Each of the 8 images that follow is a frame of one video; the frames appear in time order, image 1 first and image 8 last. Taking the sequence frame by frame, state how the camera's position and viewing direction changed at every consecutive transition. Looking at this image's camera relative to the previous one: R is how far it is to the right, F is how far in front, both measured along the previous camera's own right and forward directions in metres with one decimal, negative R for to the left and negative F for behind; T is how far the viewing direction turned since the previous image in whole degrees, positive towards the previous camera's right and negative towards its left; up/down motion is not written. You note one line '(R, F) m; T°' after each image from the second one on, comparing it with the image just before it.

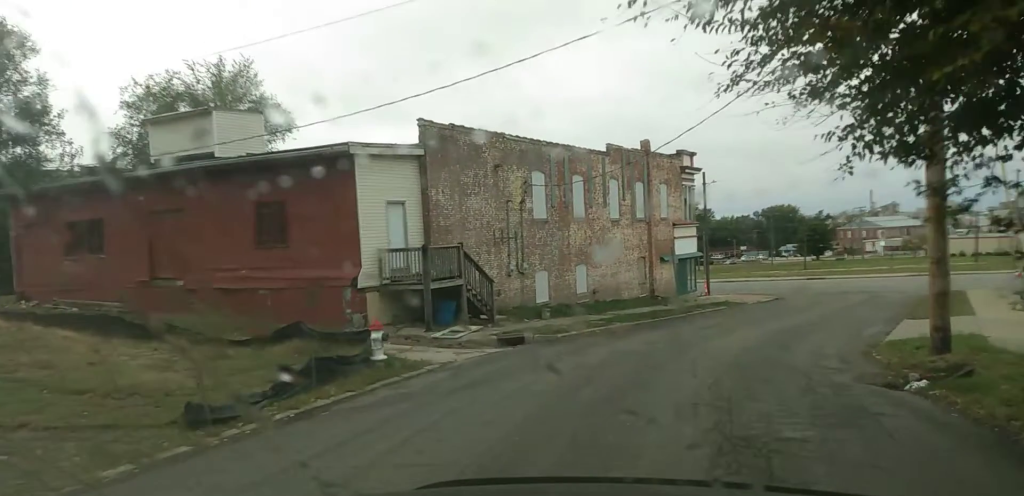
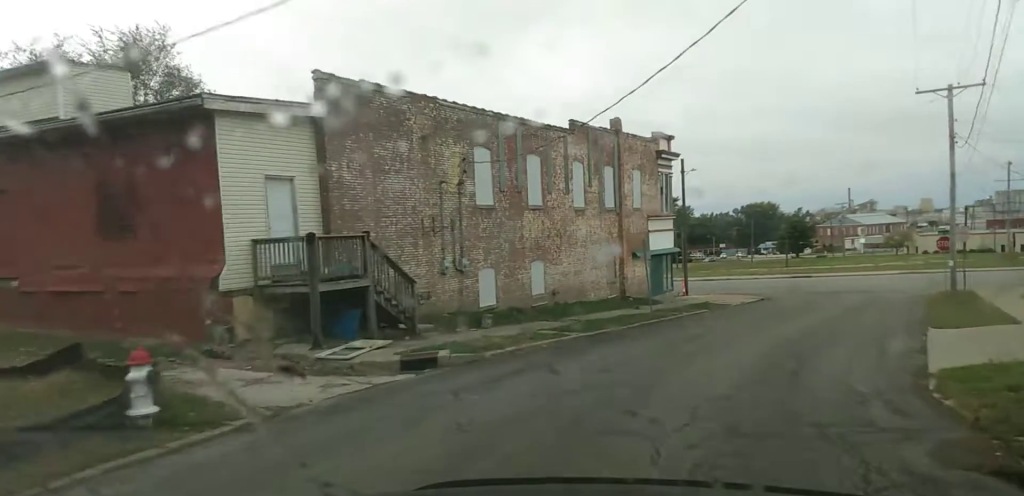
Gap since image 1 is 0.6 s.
(-0.1, +4.7) m; +3°
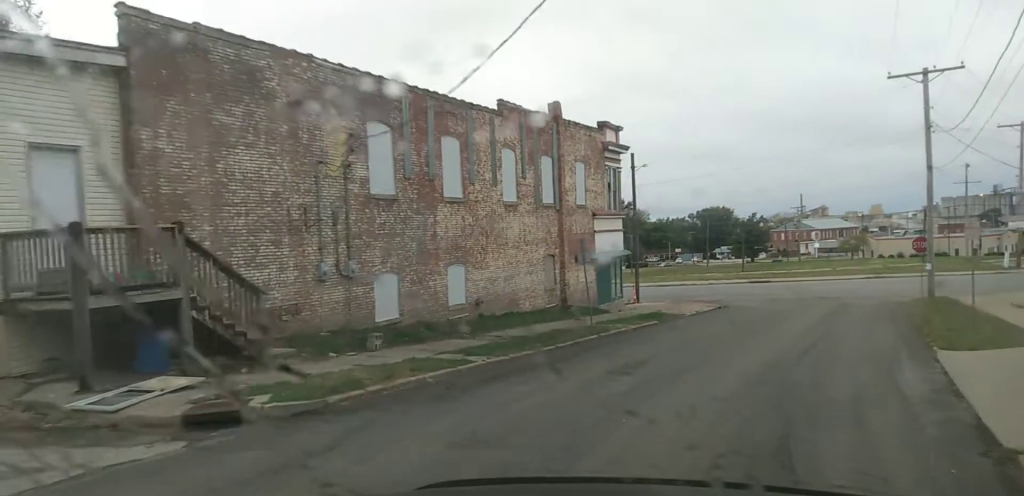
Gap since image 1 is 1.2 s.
(+0.4, +5.2) m; +5°
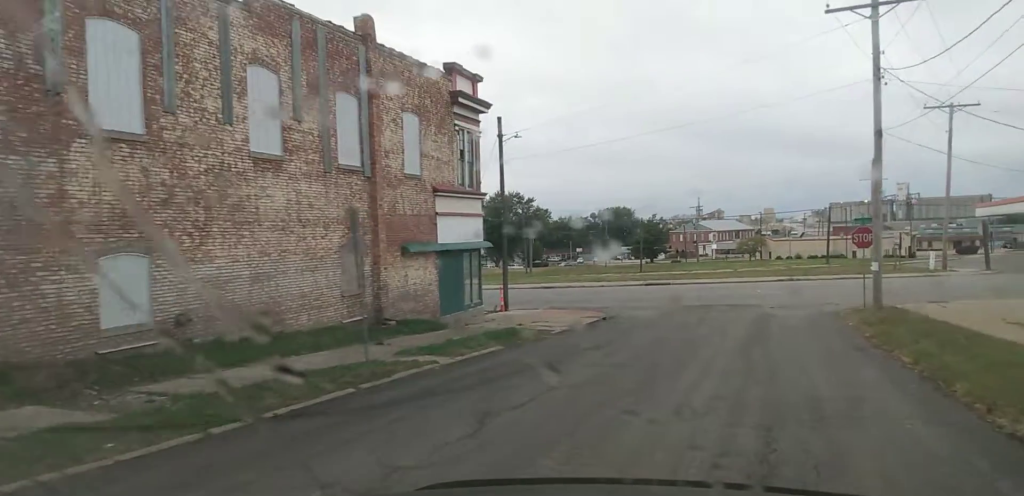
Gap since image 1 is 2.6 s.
(+0.7, +11.0) m; +5°
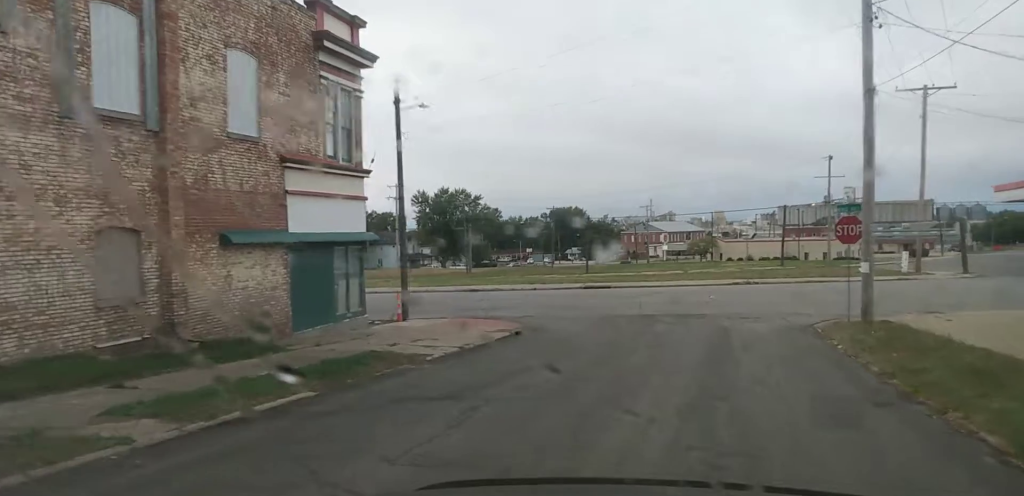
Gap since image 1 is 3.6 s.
(0.0, +7.3) m; +1°
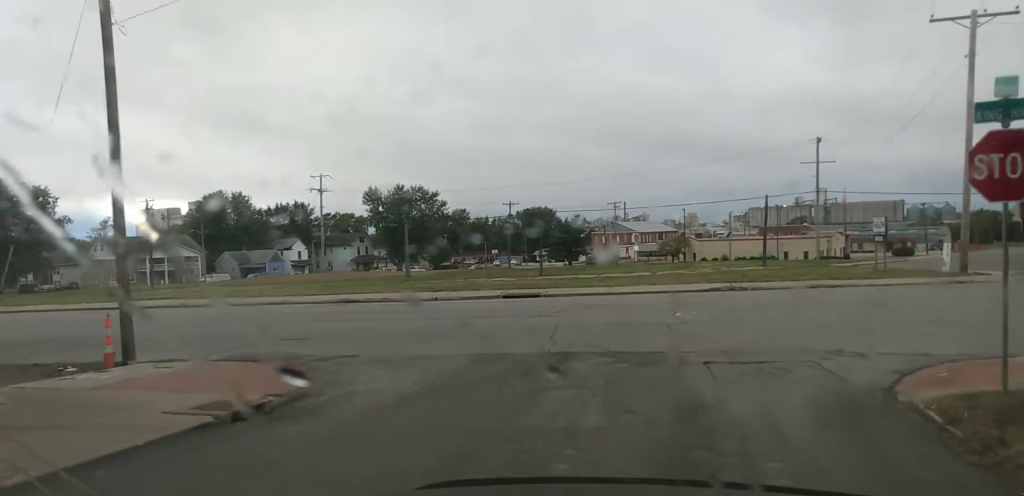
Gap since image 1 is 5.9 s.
(+0.6, +13.6) m; +4°
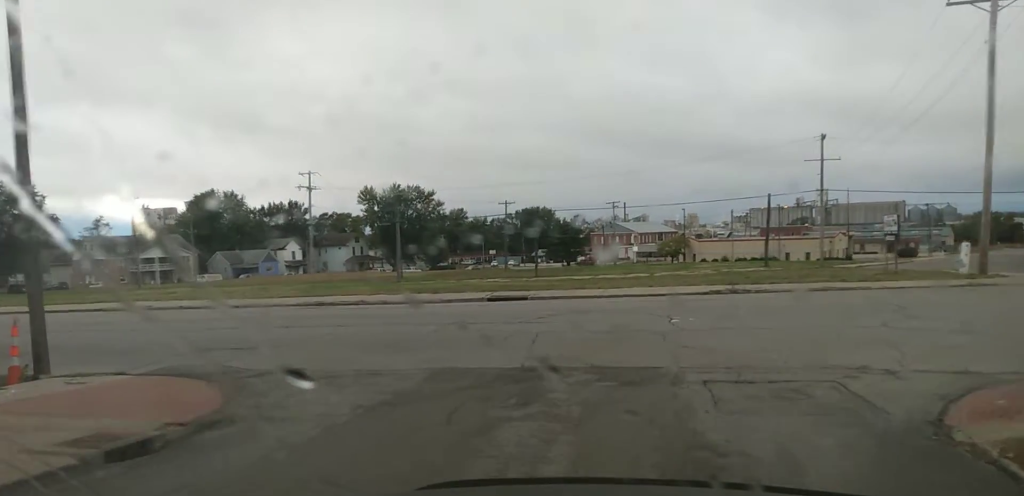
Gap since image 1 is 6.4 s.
(+0.1, +2.5) m; -1°
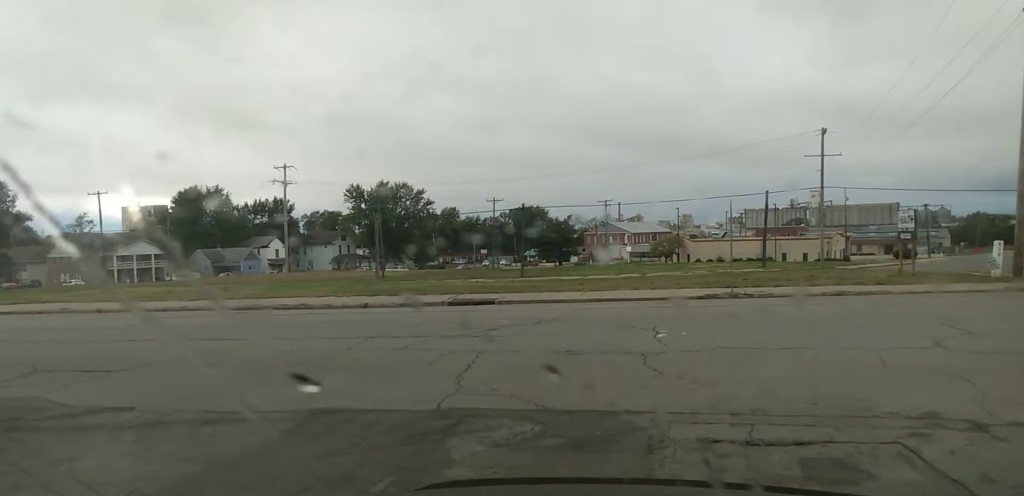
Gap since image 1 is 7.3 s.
(-0.2, +4.2) m; 0°
